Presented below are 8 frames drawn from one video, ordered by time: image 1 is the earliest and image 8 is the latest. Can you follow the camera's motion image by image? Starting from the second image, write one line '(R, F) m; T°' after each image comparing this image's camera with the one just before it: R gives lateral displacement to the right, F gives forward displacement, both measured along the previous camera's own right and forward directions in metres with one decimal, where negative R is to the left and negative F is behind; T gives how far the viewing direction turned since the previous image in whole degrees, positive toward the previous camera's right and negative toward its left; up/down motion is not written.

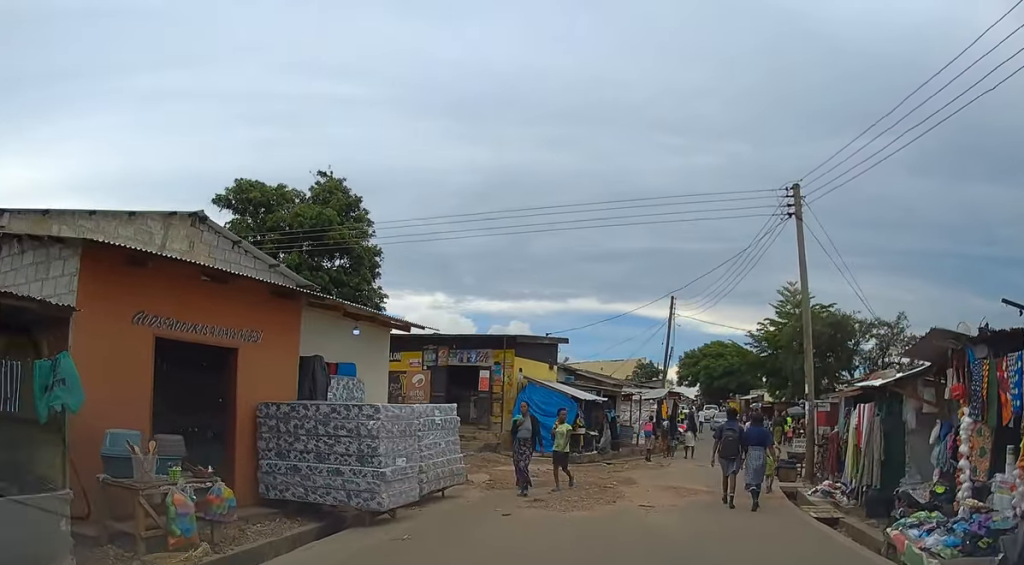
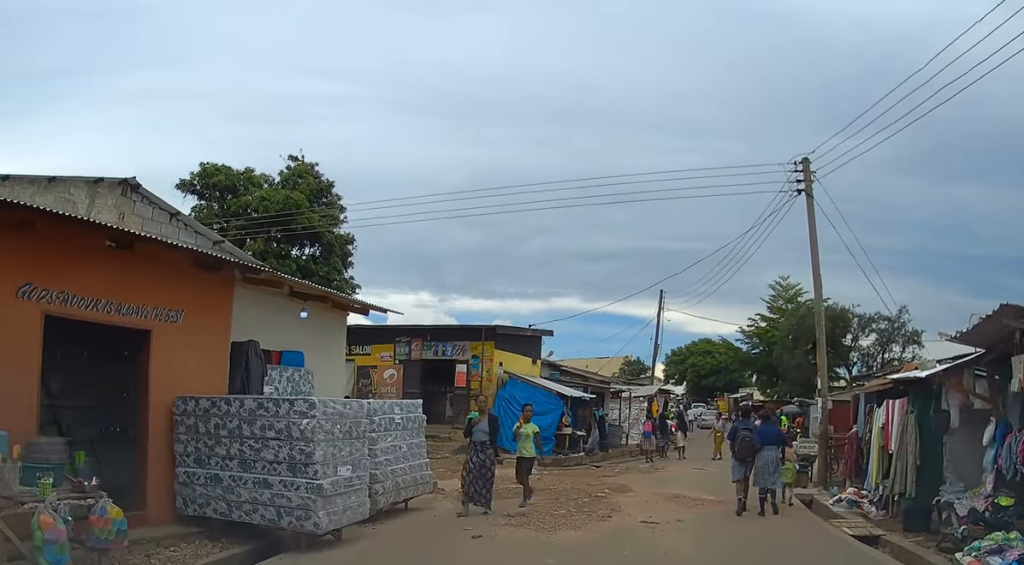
(0.0, +1.9) m; +3°
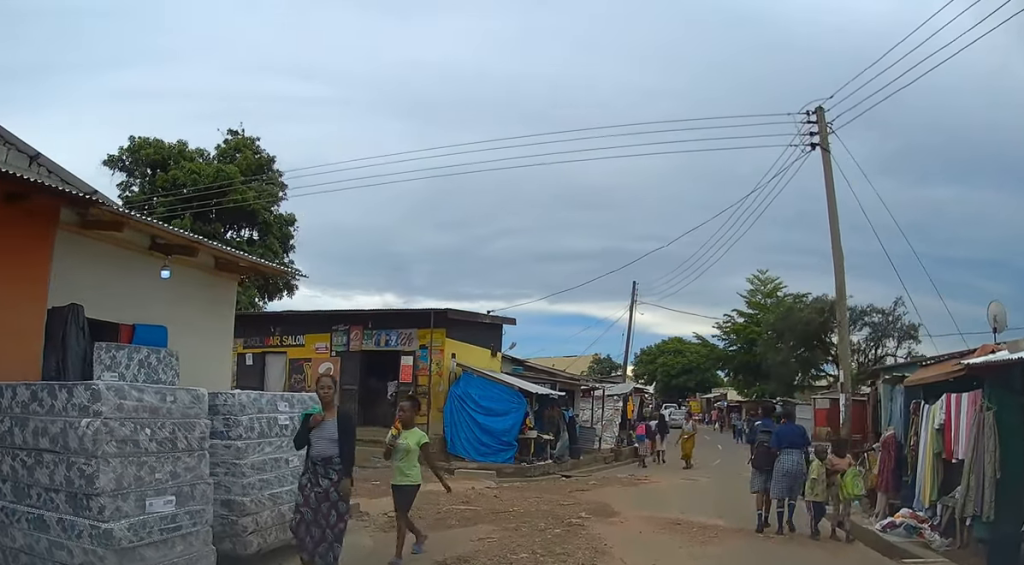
(+0.1, +3.2) m; +3°
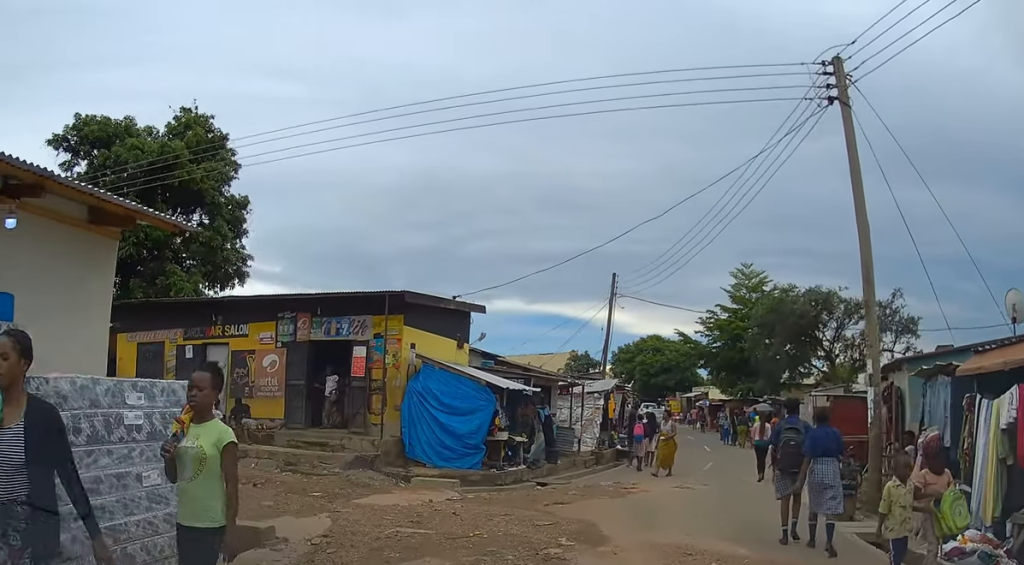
(0.0, +2.3) m; 0°
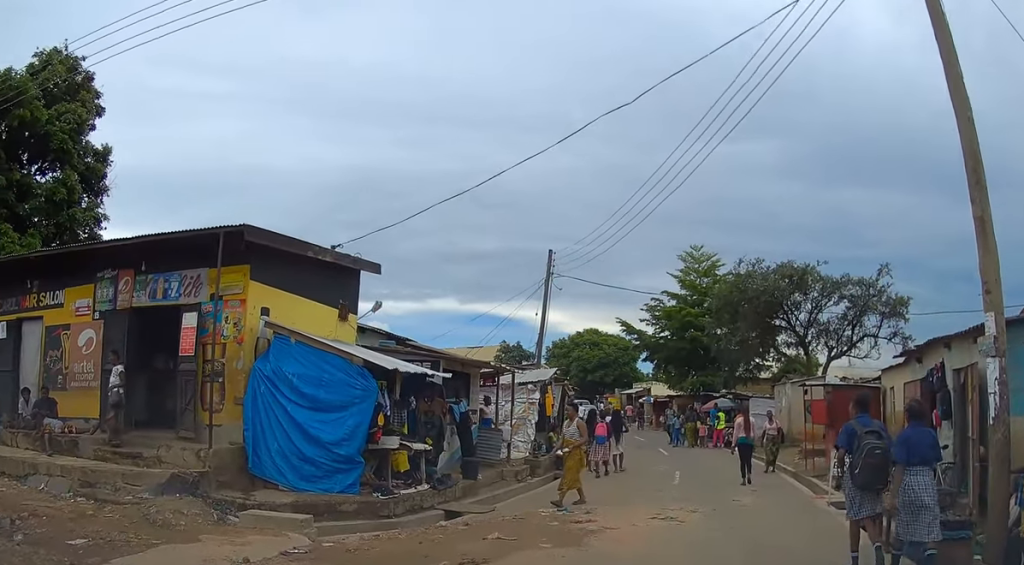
(+0.2, +5.0) m; +7°
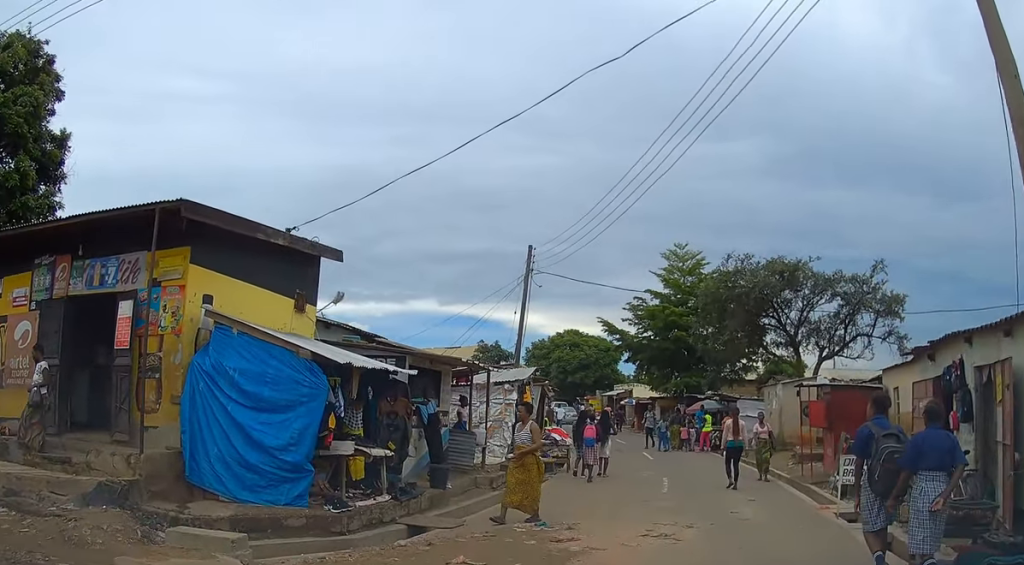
(0.0, +1.3) m; +3°
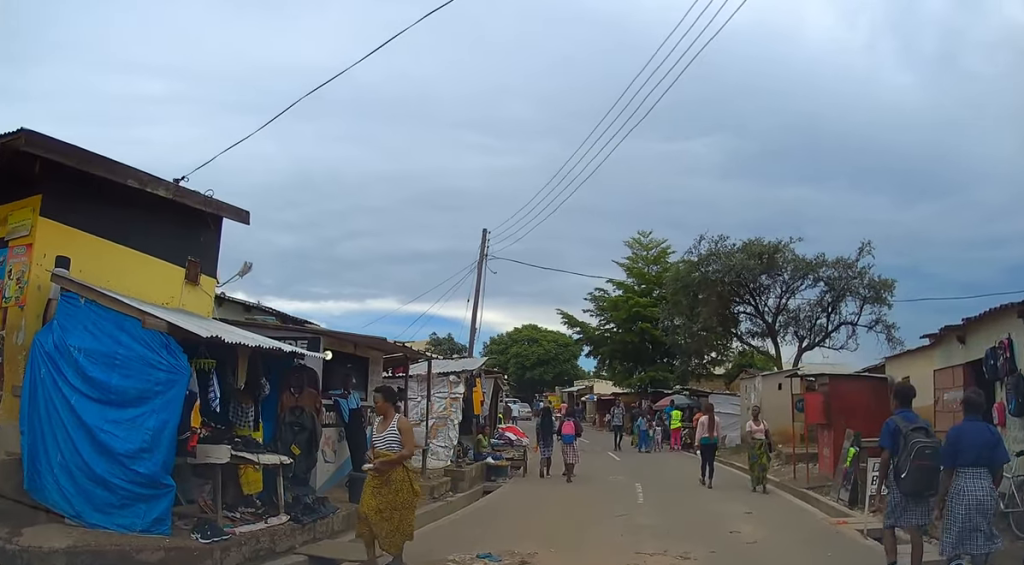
(+0.1, +2.6) m; +4°
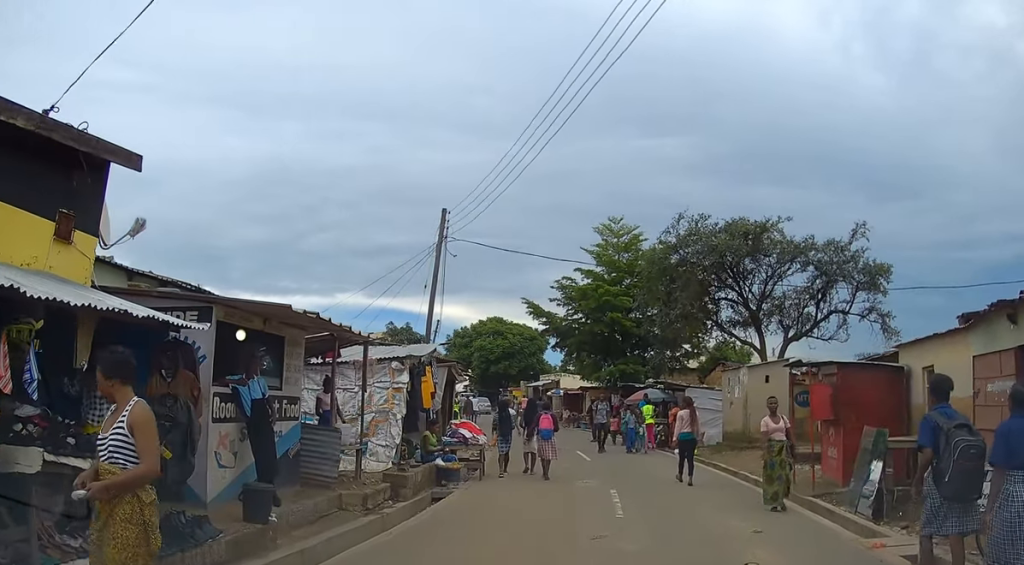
(0.0, +2.3) m; 0°
